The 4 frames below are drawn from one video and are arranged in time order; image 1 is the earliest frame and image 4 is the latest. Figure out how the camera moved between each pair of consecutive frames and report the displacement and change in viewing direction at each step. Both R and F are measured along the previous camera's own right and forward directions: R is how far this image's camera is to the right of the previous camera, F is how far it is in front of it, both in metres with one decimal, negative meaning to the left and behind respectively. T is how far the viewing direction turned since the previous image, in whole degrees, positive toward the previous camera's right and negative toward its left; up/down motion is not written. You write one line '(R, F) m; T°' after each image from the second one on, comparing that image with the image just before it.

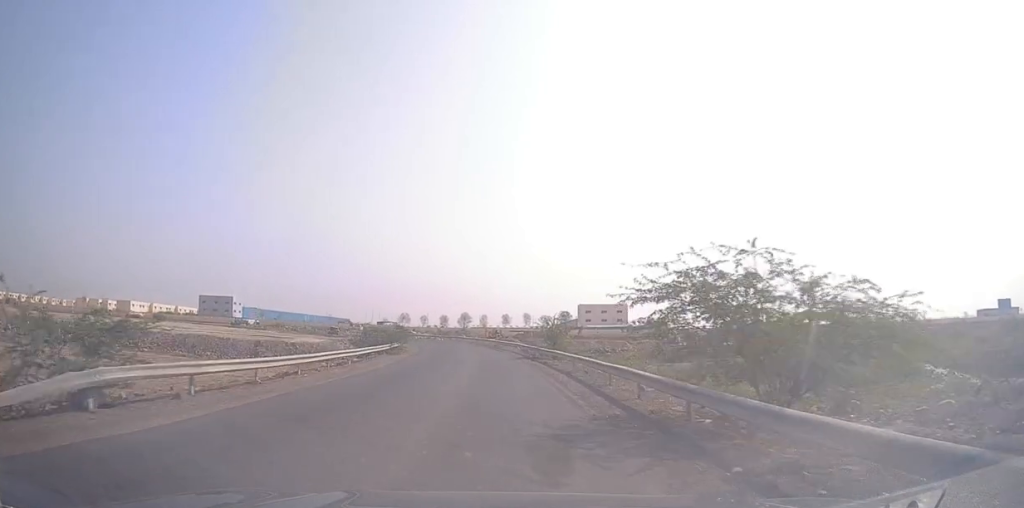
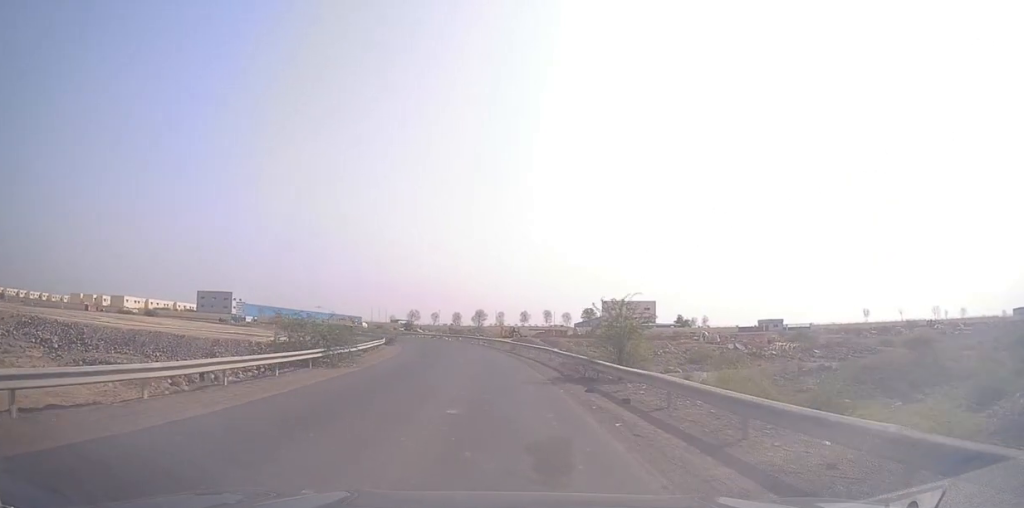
(+0.7, +18.5) m; -2°
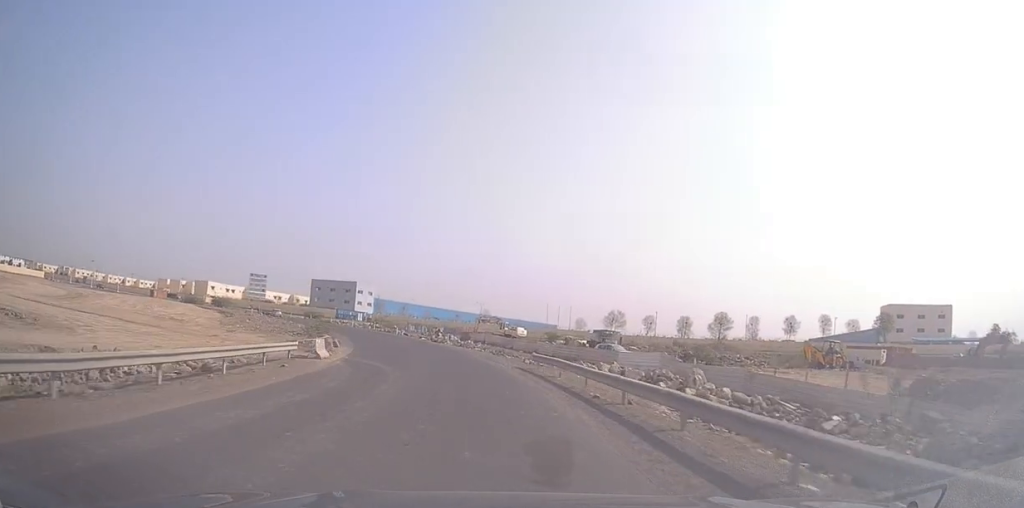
(-6.4, +78.2) m; -14°
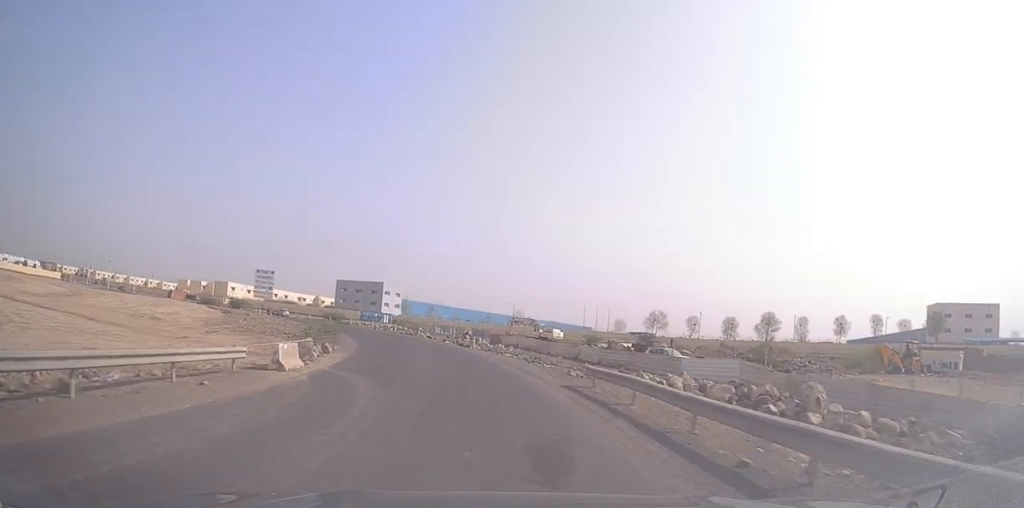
(-0.2, +8.0) m; -3°
